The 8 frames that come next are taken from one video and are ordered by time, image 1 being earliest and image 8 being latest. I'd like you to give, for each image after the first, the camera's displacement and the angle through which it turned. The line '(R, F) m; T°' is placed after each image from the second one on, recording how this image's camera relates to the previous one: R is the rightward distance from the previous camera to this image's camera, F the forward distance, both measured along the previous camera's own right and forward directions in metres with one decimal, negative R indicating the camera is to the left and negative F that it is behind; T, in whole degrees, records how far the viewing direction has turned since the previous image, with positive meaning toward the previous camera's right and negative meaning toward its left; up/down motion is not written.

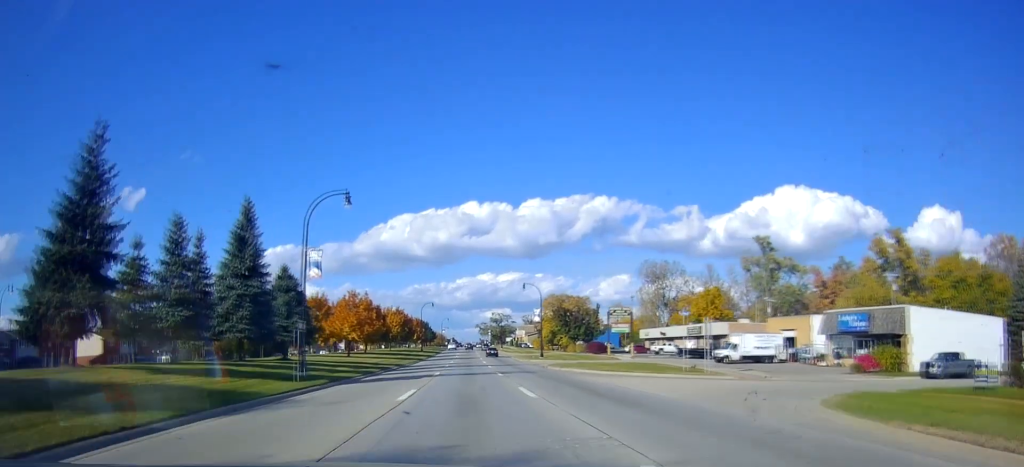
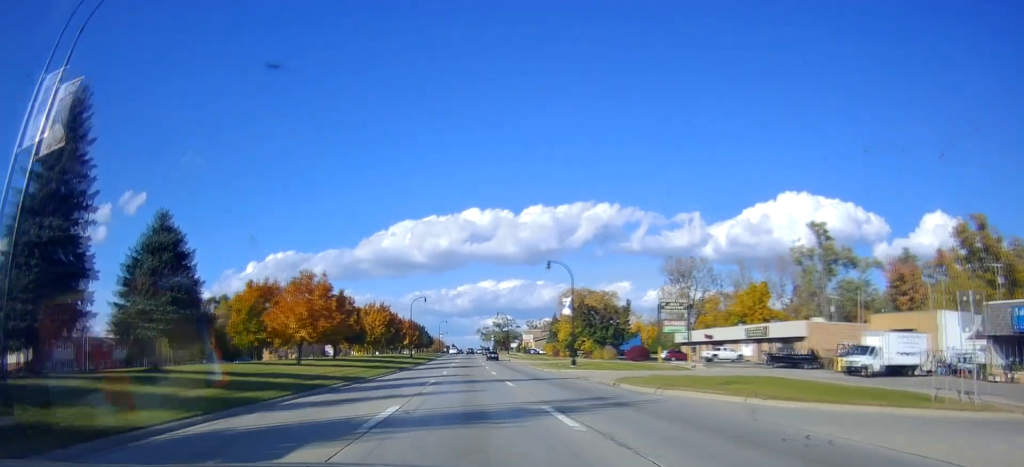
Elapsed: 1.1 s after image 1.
(-0.7, +21.9) m; 0°
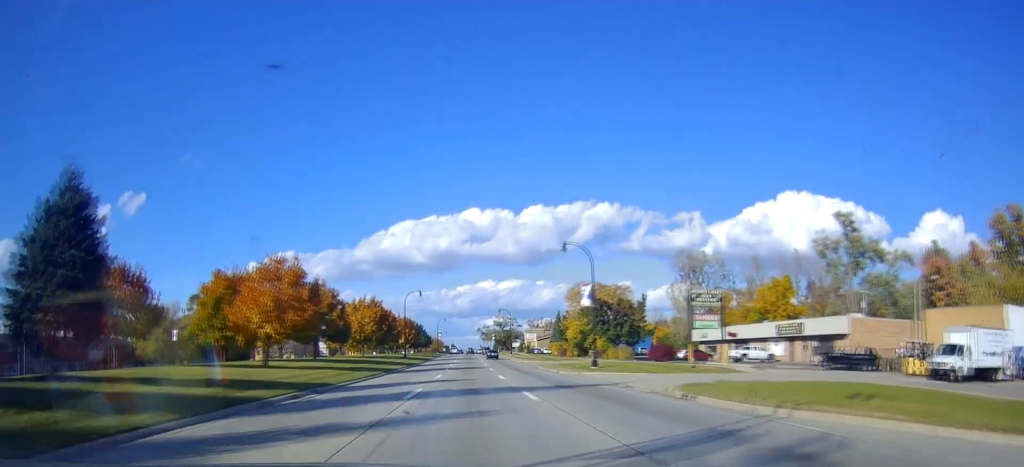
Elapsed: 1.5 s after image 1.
(+0.3, +8.7) m; +1°
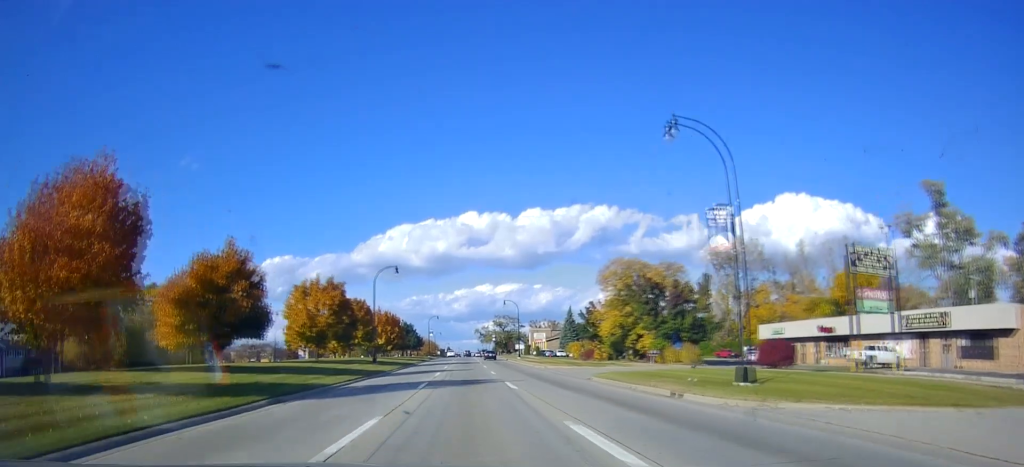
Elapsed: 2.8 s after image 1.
(+0.5, +24.7) m; 0°
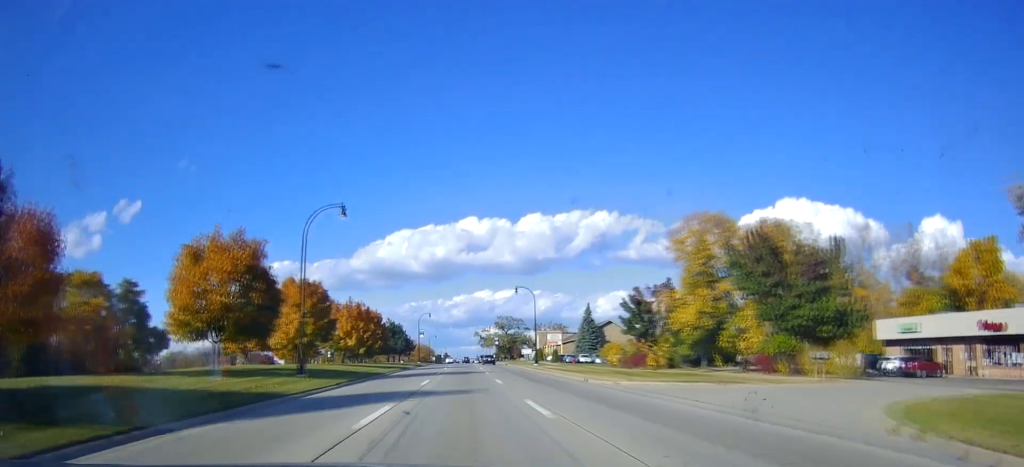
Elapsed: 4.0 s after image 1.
(-0.4, +24.6) m; 0°
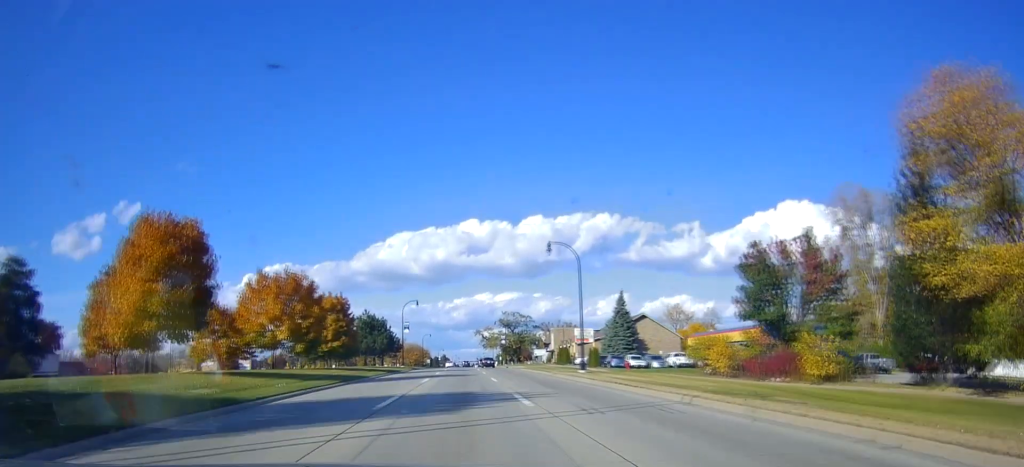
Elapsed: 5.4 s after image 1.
(+0.5, +27.8) m; 0°
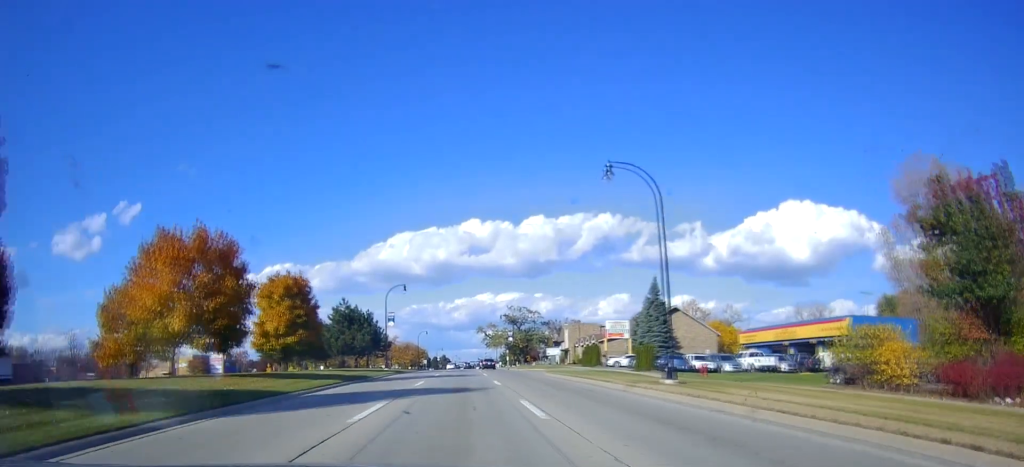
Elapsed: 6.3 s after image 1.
(-0.1, +18.0) m; -1°
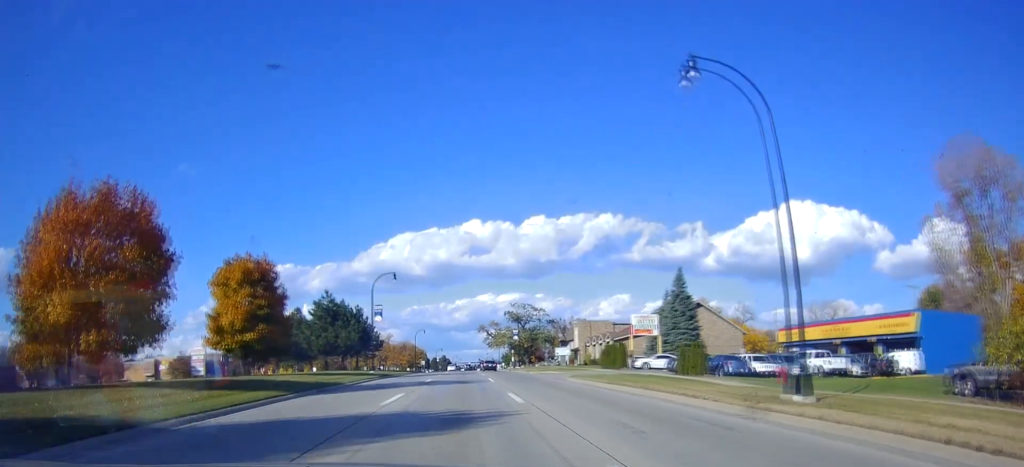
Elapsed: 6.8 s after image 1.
(-0.4, +10.0) m; 0°
